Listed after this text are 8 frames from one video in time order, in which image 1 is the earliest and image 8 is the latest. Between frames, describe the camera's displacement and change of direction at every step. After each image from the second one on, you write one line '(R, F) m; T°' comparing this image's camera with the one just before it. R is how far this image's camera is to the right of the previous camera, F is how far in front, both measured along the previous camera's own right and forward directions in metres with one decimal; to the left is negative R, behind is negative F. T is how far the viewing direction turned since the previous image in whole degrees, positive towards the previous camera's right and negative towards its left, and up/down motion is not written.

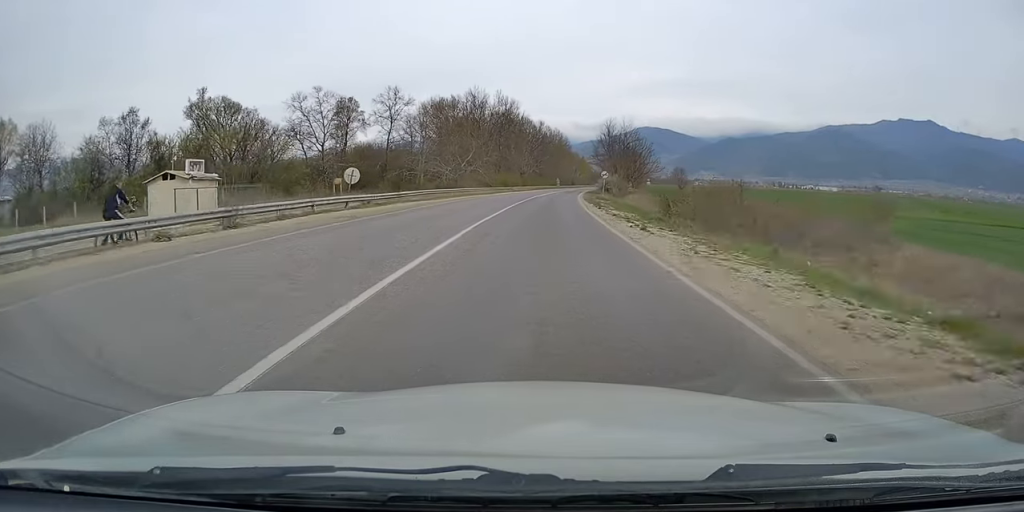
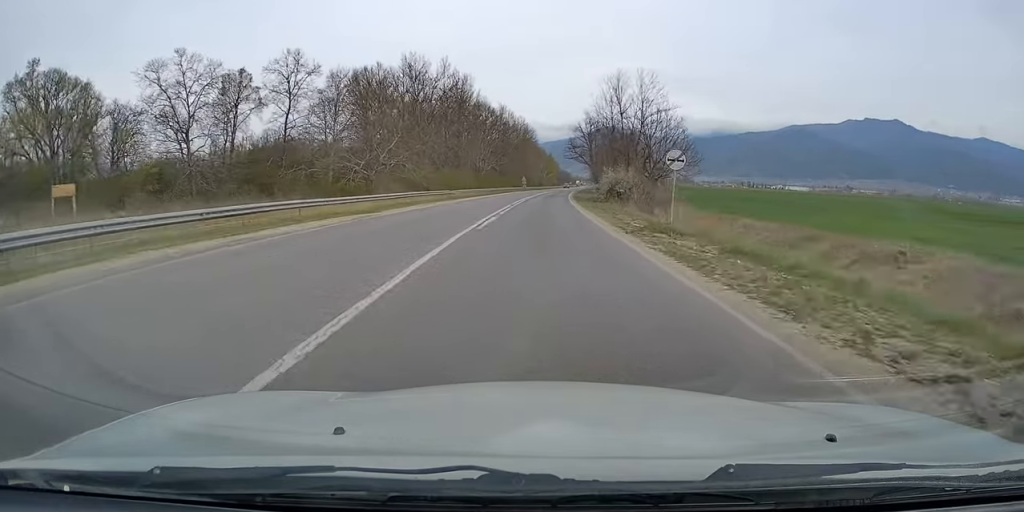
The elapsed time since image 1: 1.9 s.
(+1.1, +39.0) m; +3°
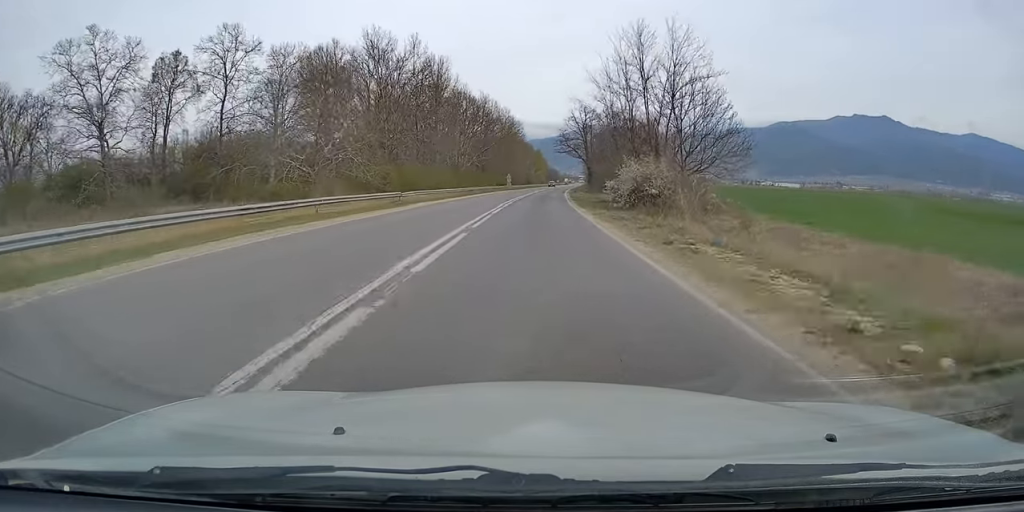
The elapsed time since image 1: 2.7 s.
(+0.2, +16.7) m; +1°
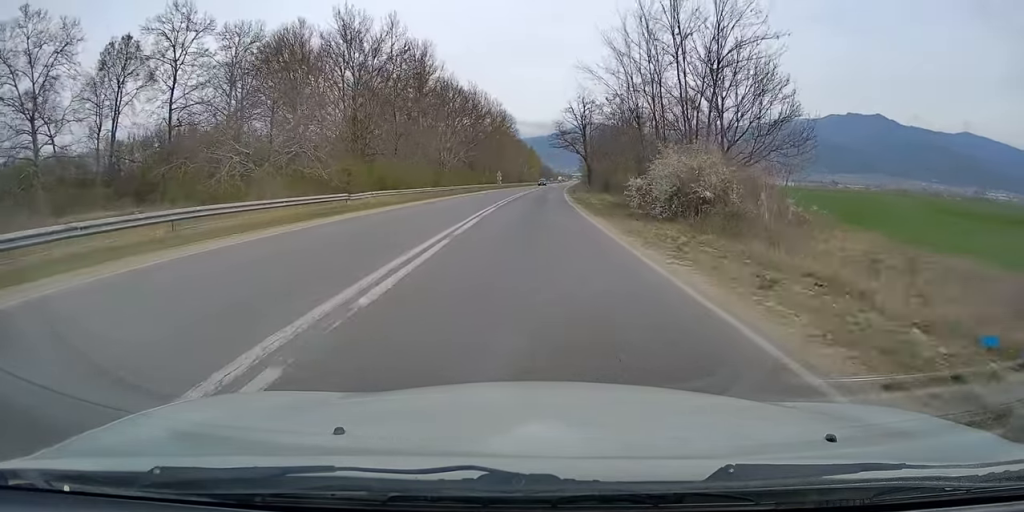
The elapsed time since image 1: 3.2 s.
(0.0, +10.4) m; +1°
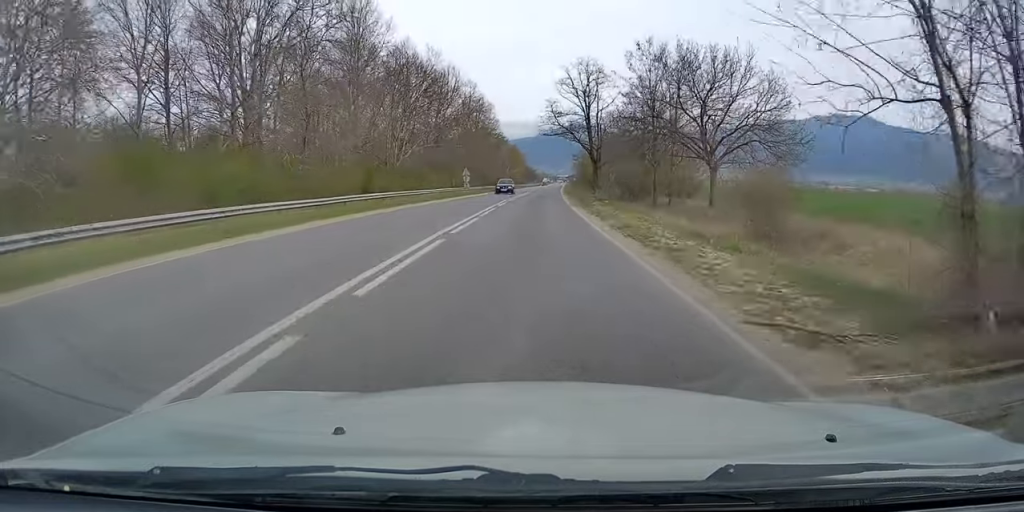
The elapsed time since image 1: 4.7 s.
(+0.3, +29.6) m; +1°
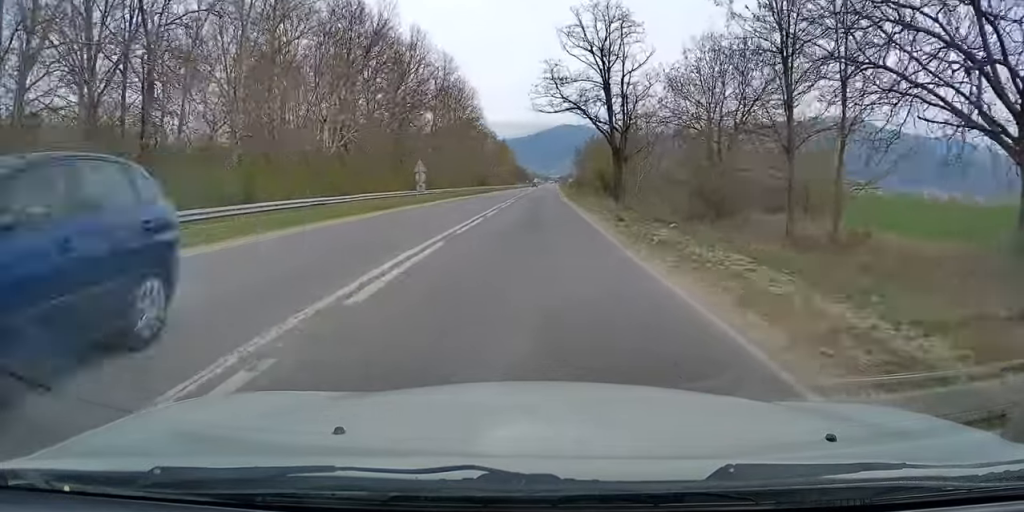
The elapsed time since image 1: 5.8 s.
(+0.1, +23.9) m; +1°
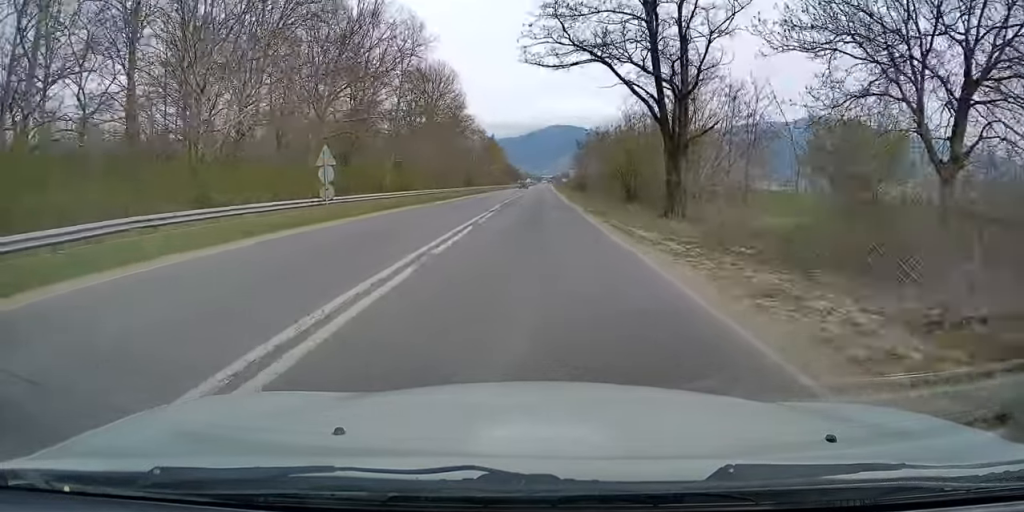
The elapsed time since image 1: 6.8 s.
(+0.2, +19.2) m; +1°
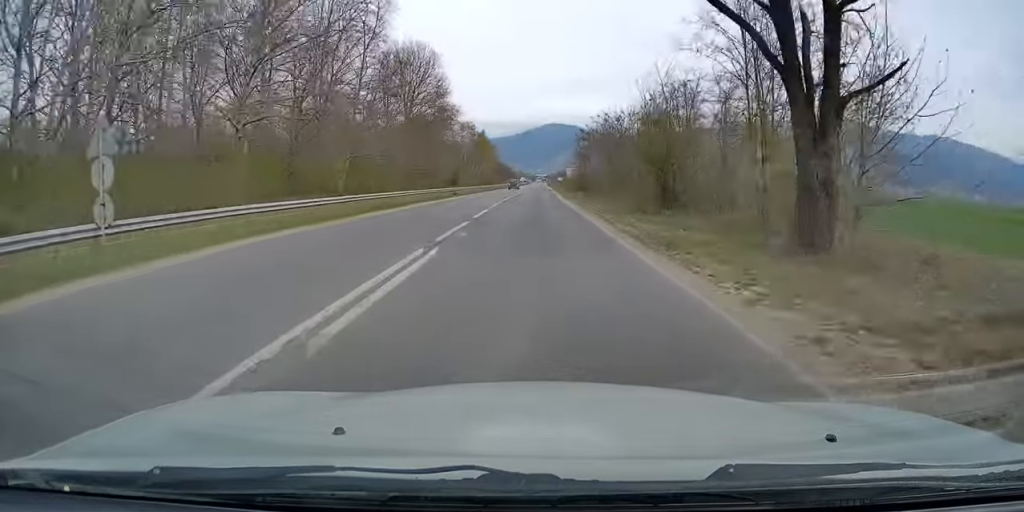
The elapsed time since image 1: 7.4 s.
(+0.1, +13.8) m; 0°
